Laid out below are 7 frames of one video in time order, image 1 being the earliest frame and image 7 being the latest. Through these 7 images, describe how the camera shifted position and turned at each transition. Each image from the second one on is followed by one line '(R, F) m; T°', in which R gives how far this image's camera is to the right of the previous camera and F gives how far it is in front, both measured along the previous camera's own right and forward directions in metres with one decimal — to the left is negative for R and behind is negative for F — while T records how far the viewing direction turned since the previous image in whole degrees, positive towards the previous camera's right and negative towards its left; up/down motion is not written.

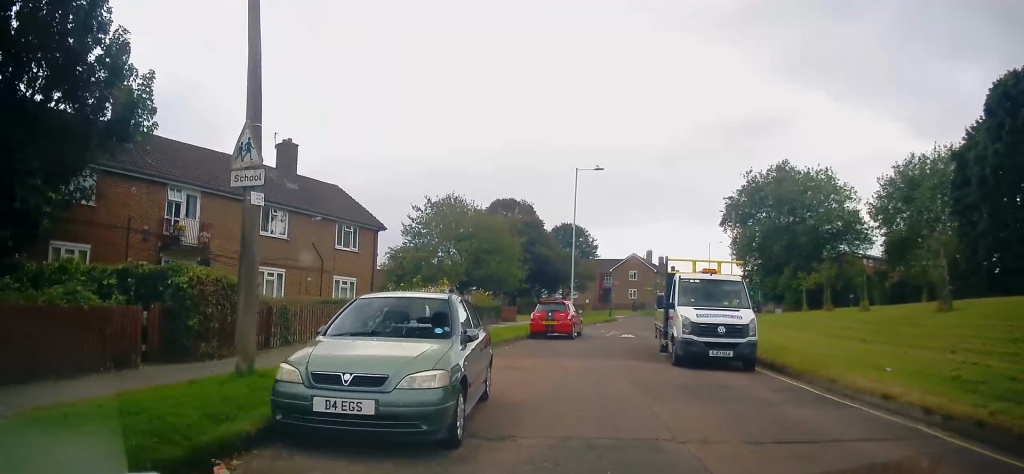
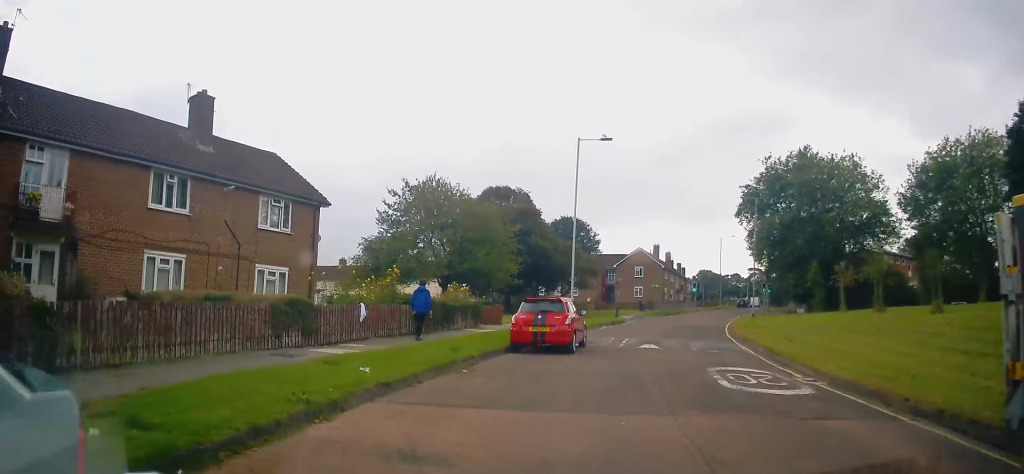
(+0.2, +7.2) m; +4°
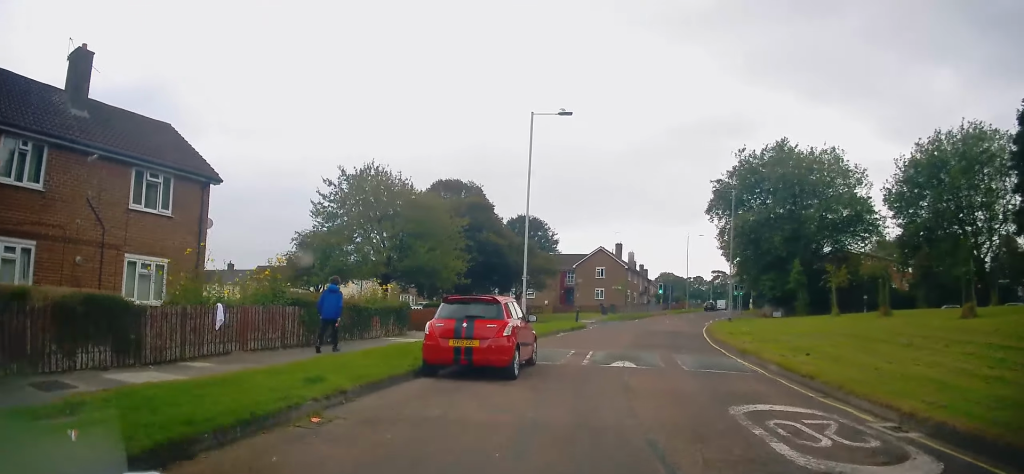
(+0.1, +5.0) m; +2°
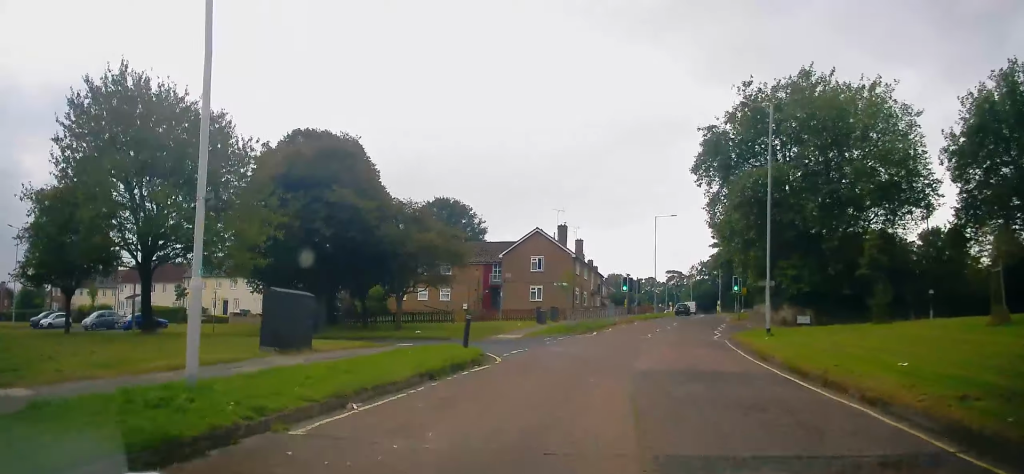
(+1.2, +21.1) m; +5°
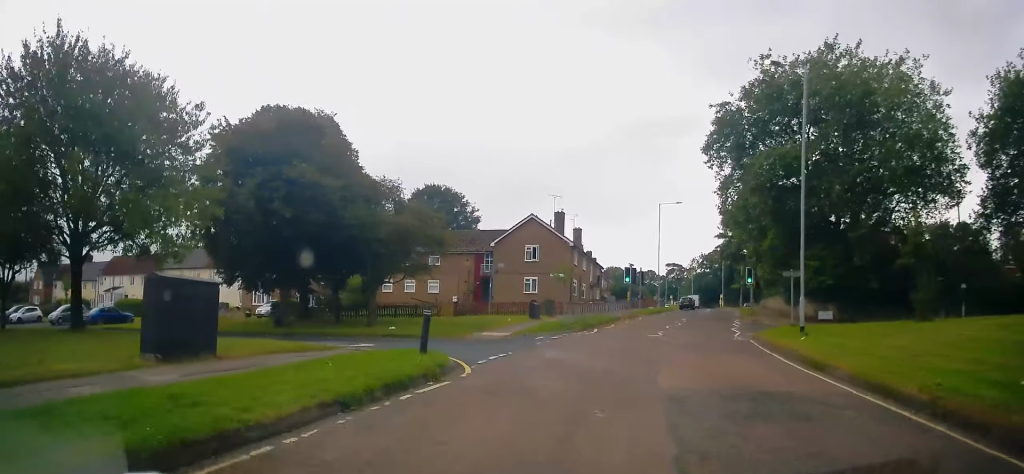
(+0.1, +4.2) m; -1°
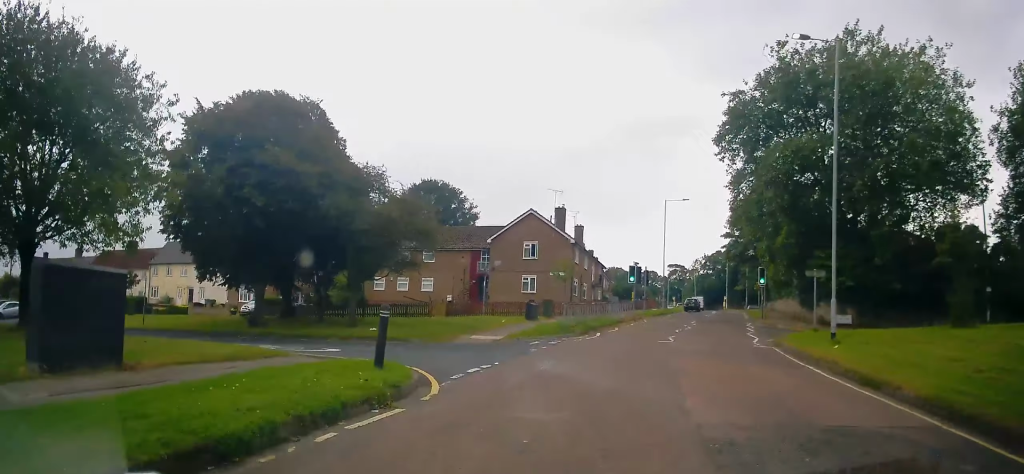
(0.0, +2.8) m; -1°
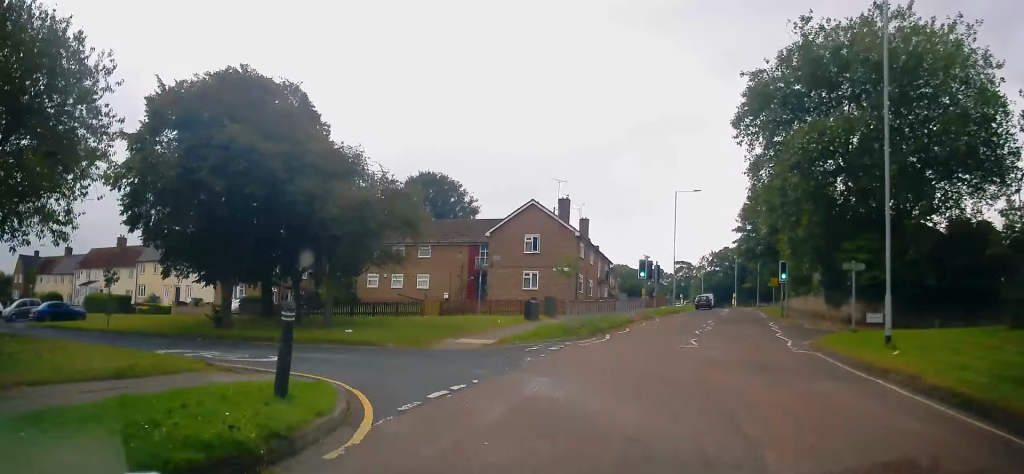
(-0.2, +3.4) m; -2°
